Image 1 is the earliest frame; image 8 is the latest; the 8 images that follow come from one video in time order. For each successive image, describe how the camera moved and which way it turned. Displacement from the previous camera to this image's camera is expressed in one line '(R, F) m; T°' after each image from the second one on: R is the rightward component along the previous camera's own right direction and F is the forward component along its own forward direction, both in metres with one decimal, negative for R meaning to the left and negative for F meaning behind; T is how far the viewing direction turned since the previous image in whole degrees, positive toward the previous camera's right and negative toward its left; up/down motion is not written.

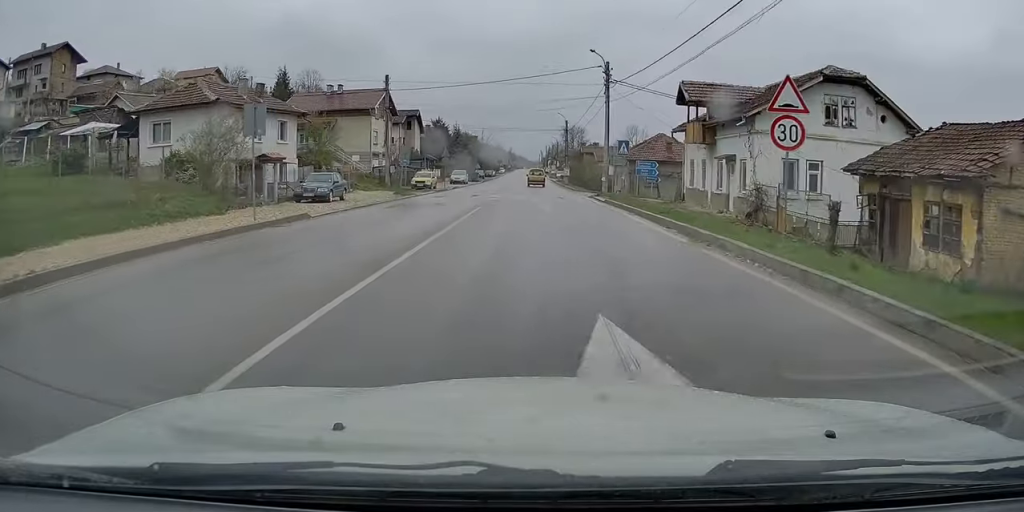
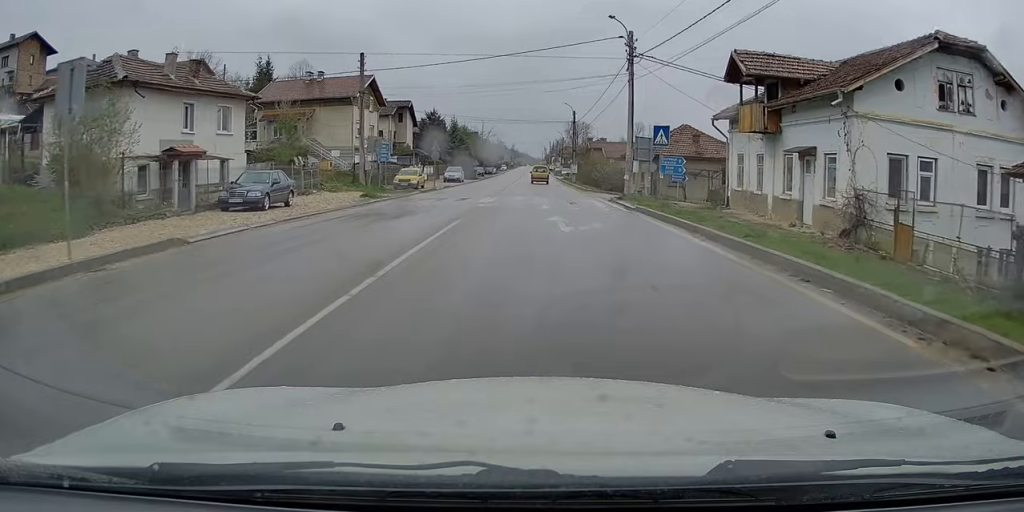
(-0.1, +7.5) m; -1°
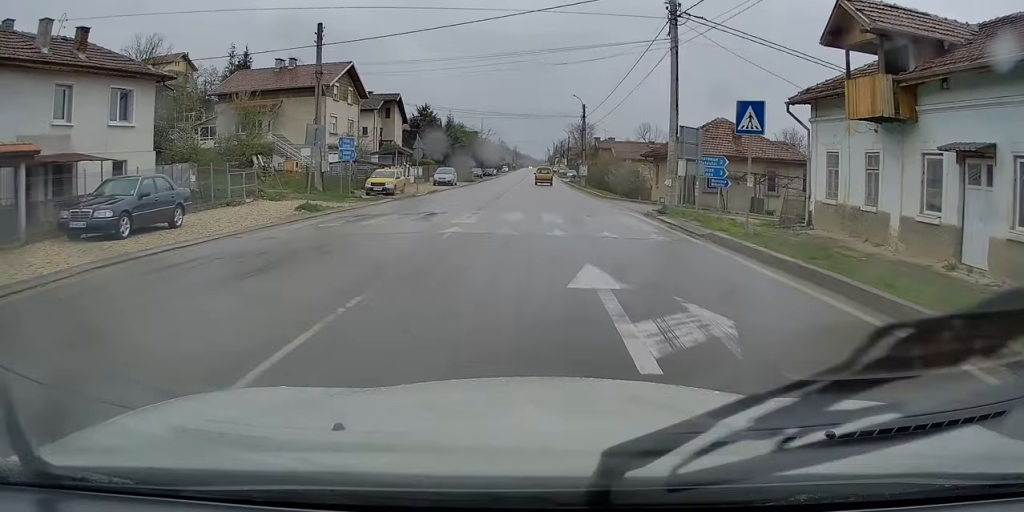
(-0.1, +8.1) m; -2°
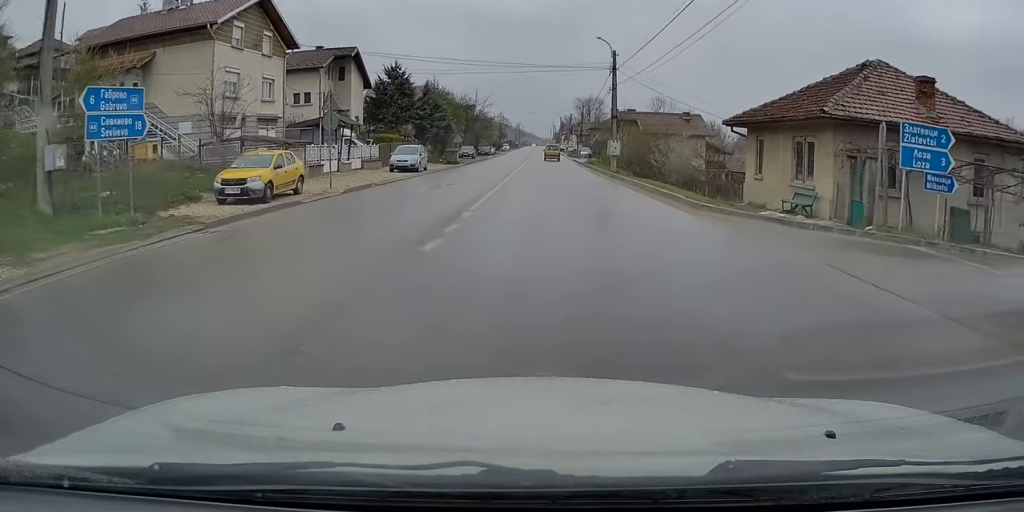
(-0.3, +17.9) m; 0°
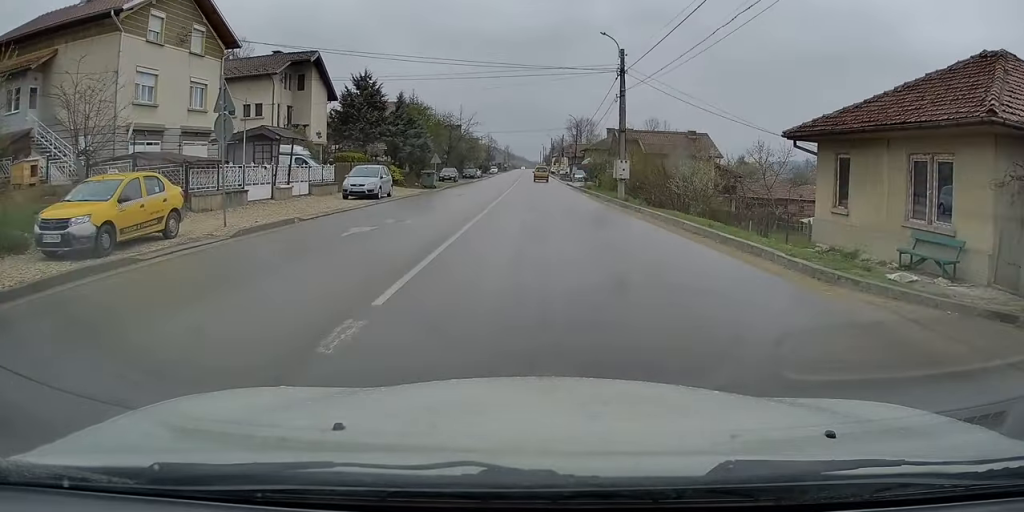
(0.0, +7.4) m; +2°
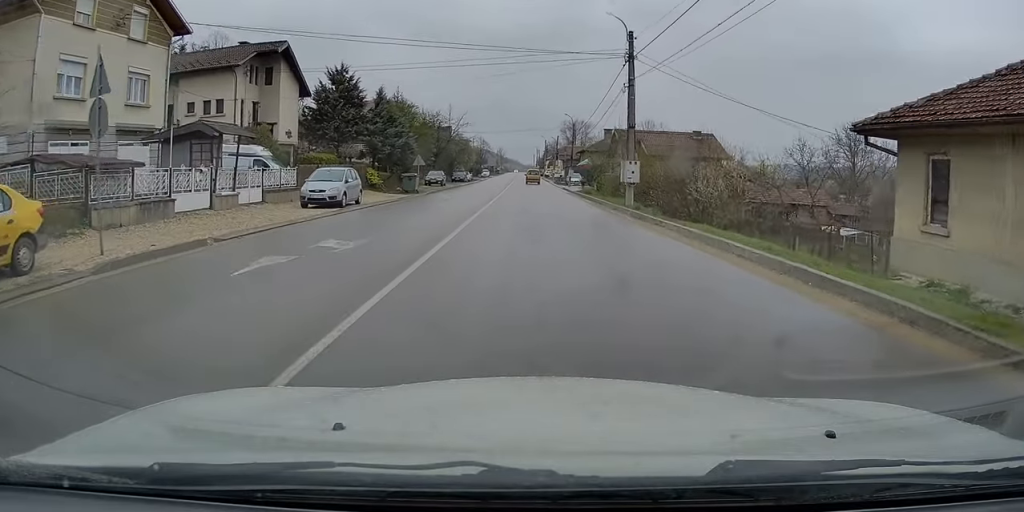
(+0.1, +4.9) m; +1°
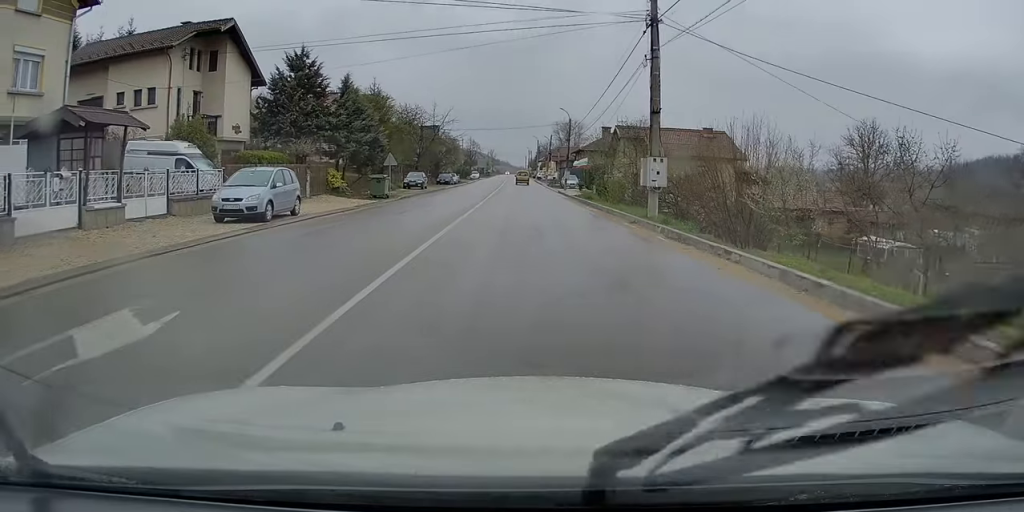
(+0.1, +7.1) m; 0°
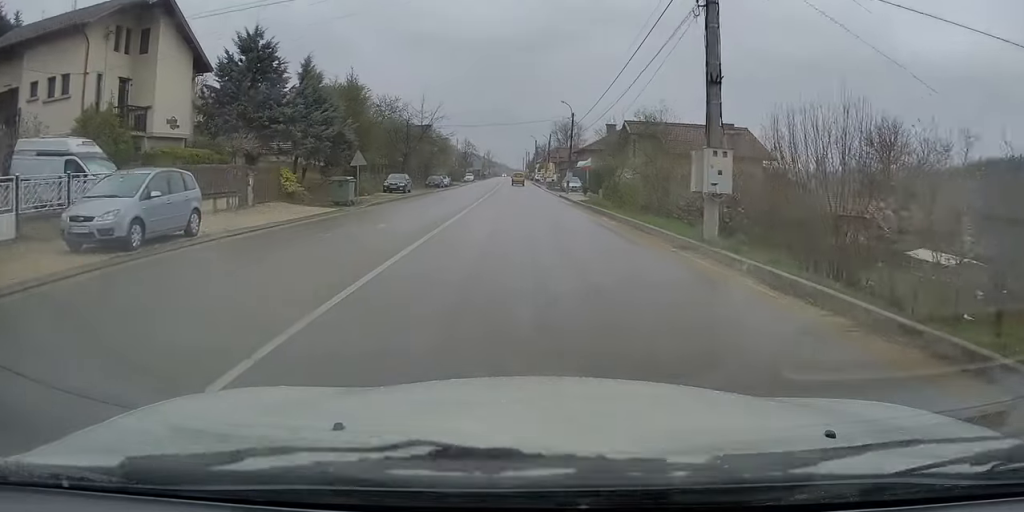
(-0.1, +7.0) m; 0°
